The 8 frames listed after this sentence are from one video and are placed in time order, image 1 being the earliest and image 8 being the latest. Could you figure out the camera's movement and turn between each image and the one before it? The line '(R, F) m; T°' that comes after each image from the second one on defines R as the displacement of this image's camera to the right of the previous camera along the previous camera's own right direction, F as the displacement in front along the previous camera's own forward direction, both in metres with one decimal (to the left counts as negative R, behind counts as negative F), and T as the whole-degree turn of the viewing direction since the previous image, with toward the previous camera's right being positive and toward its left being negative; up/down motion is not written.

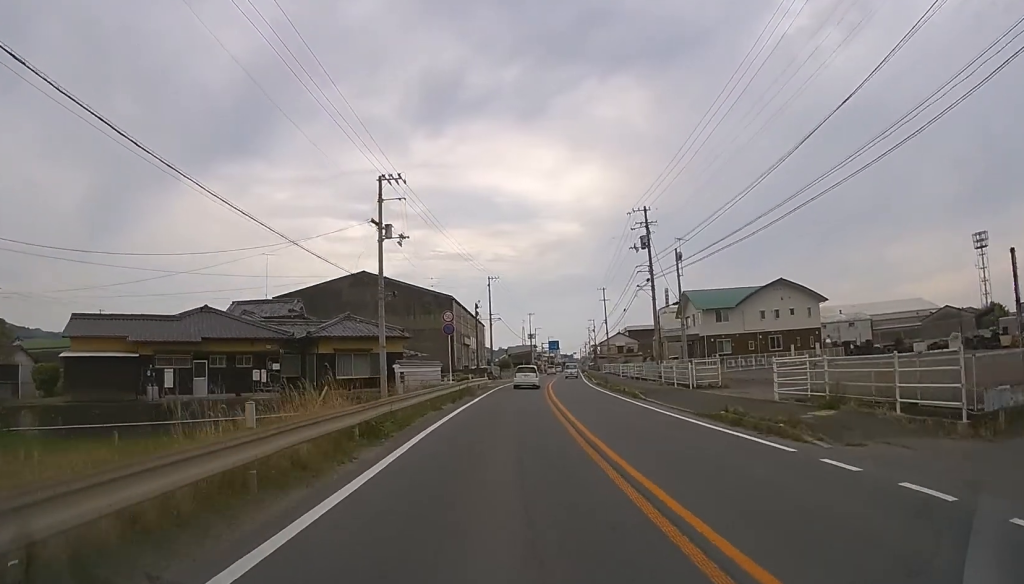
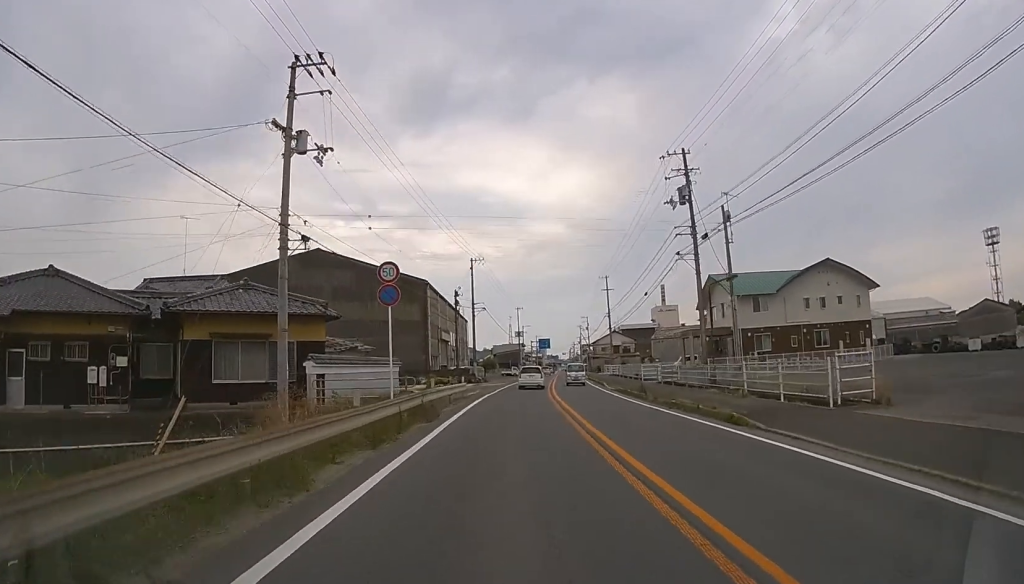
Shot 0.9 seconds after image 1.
(+0.3, +12.4) m; +3°
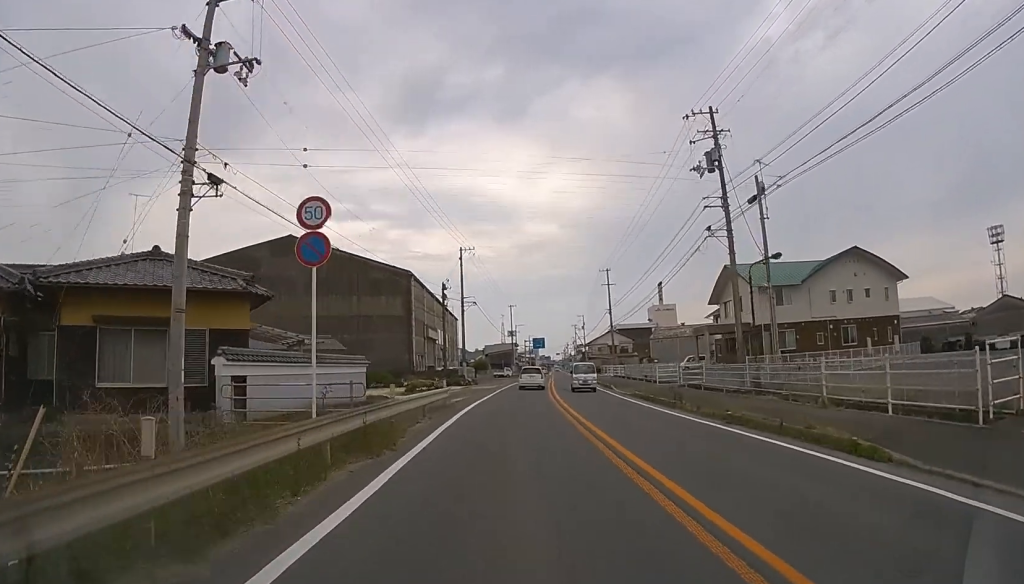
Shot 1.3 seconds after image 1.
(+0.1, +5.5) m; +1°
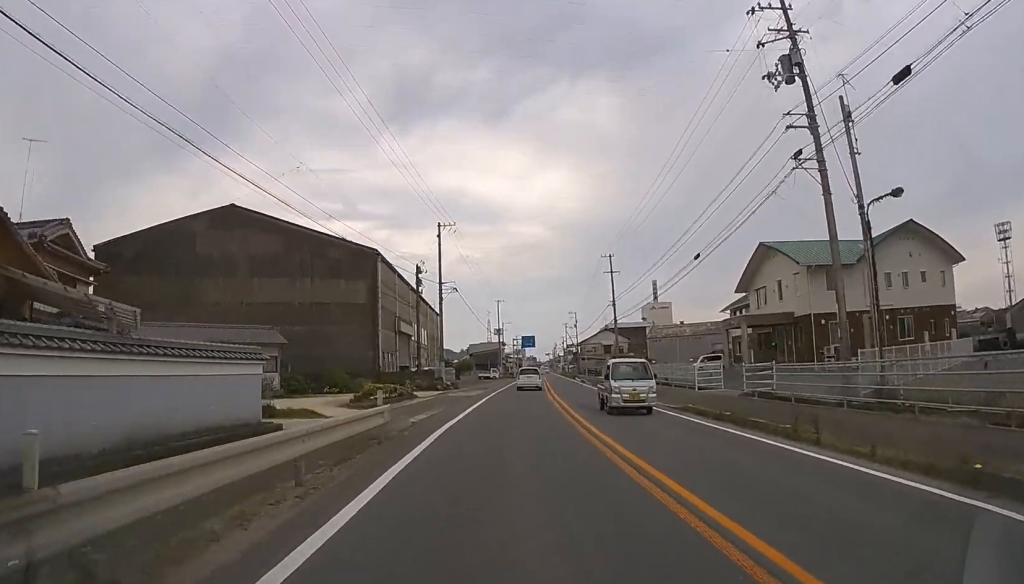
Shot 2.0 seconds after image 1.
(+0.3, +9.1) m; +2°
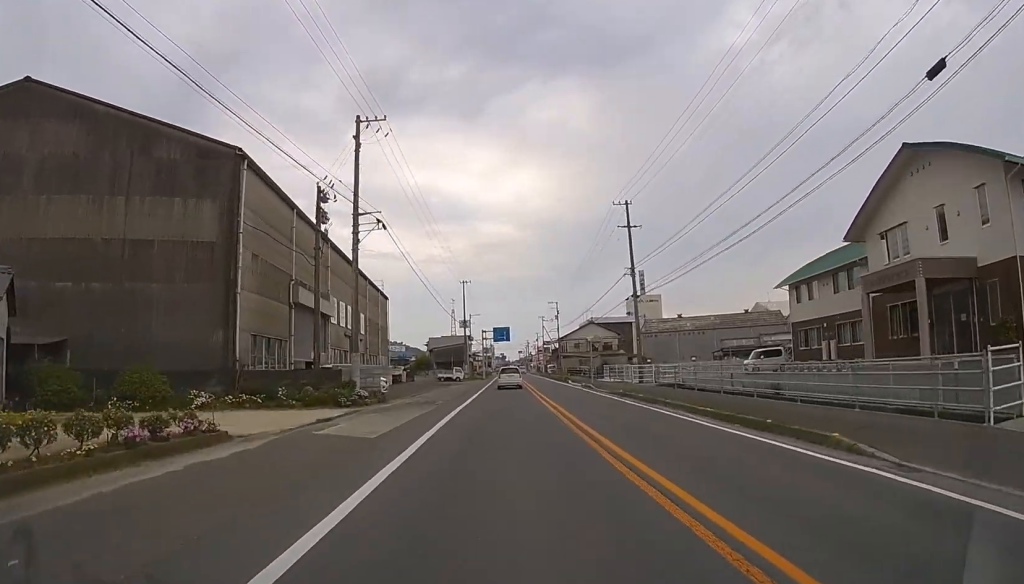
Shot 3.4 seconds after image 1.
(0.0, +18.9) m; +1°
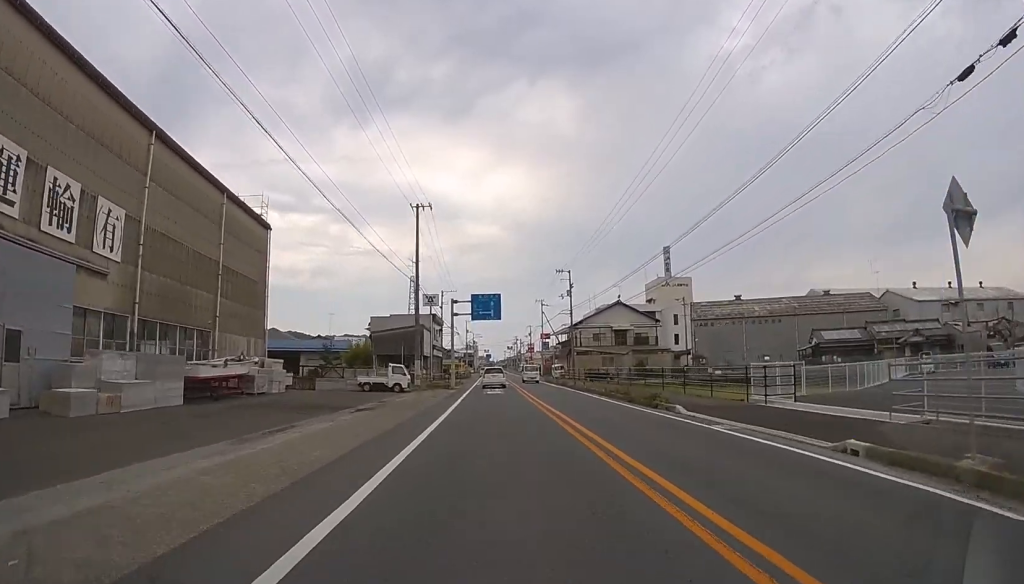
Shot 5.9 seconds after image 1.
(+0.9, +33.8) m; +2°
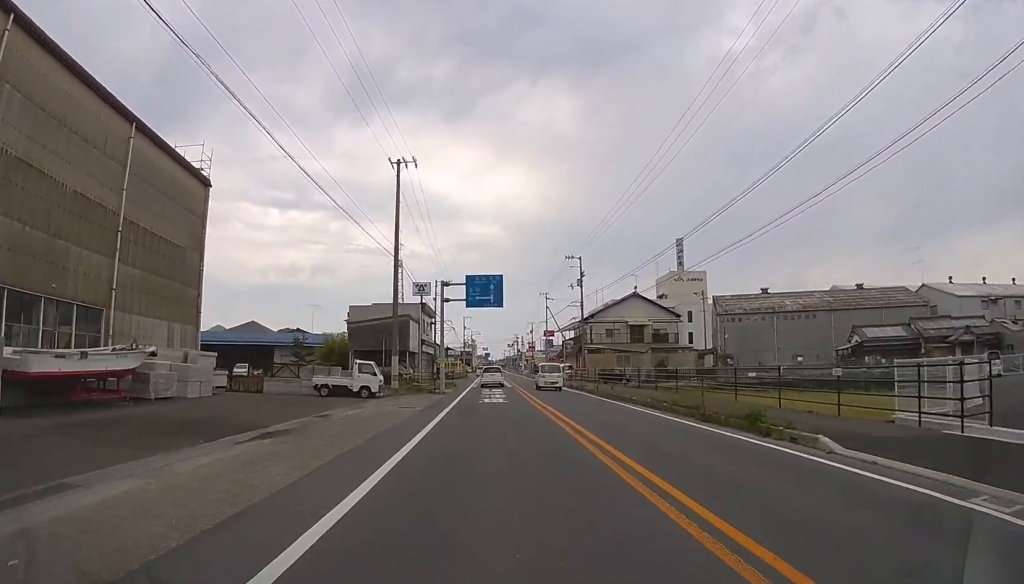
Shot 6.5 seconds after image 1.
(0.0, +8.4) m; 0°
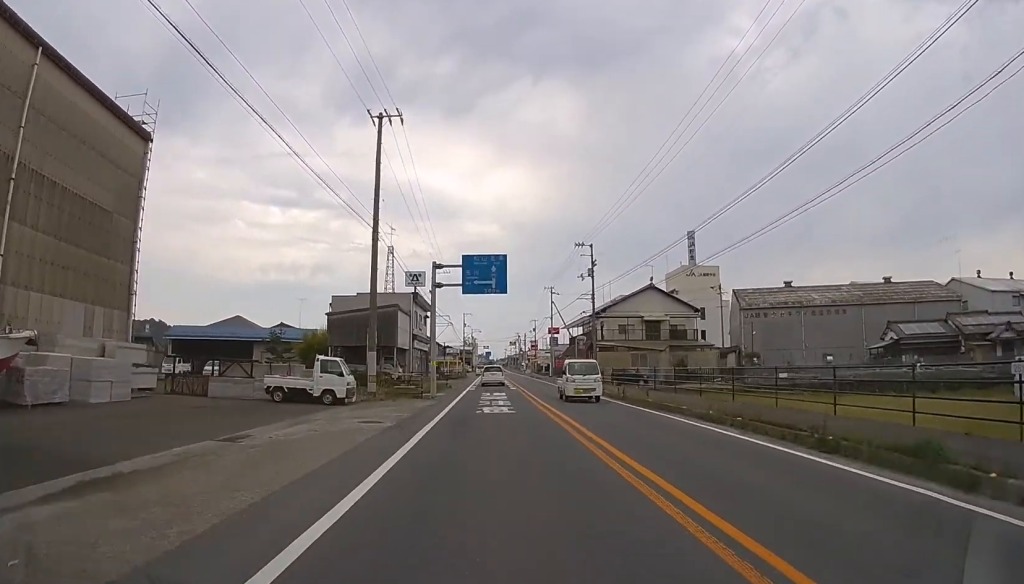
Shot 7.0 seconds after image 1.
(0.0, +5.7) m; 0°
